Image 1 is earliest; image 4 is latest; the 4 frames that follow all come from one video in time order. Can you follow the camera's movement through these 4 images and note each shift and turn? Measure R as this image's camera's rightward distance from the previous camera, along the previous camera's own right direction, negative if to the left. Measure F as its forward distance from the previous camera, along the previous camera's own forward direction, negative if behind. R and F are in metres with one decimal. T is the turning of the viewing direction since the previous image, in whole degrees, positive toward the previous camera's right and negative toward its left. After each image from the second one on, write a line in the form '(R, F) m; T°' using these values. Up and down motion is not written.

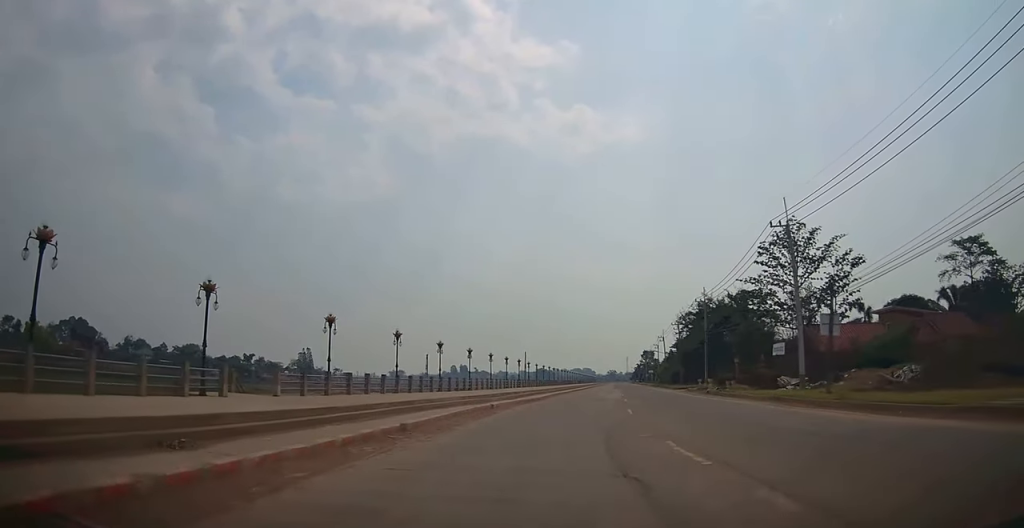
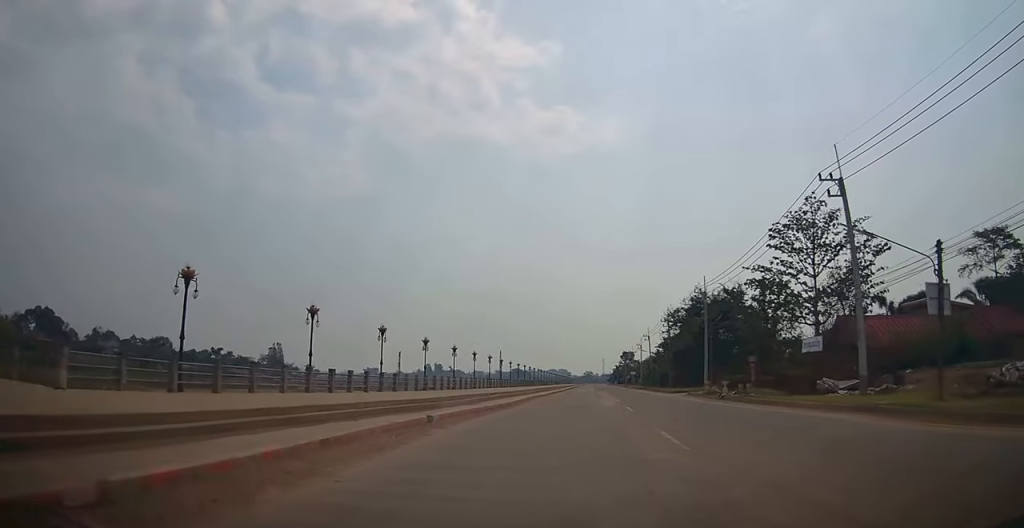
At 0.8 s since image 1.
(+0.1, +9.9) m; +2°
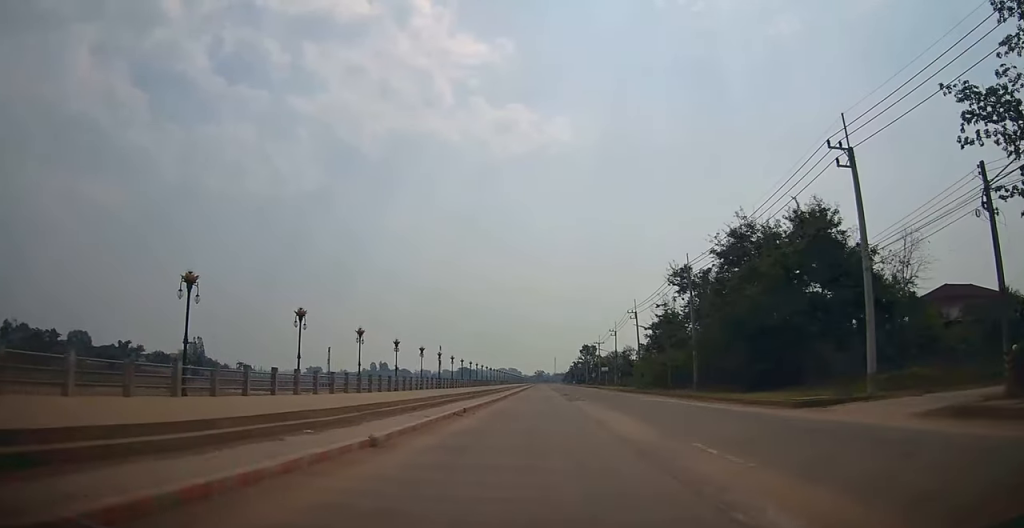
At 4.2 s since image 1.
(+2.3, +39.6) m; +7°
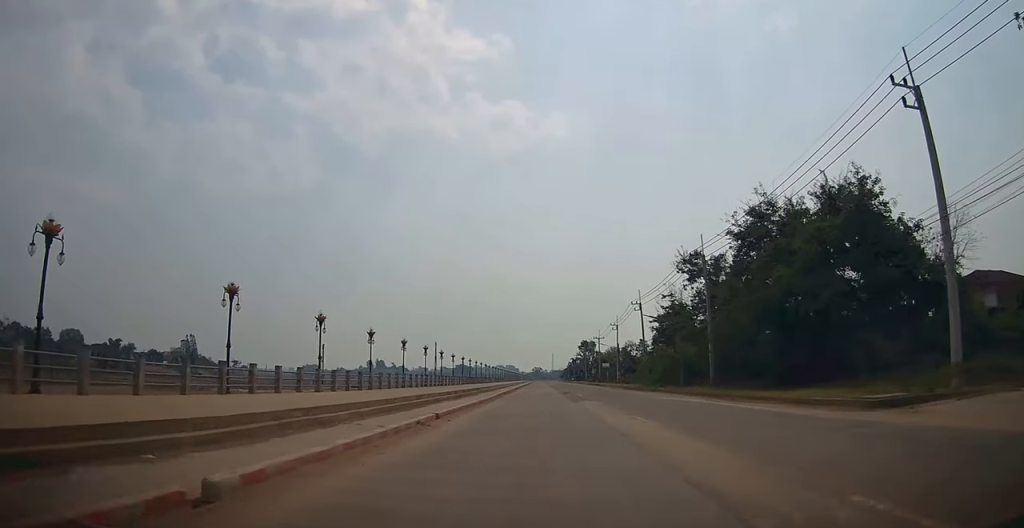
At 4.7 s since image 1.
(+0.1, +5.7) m; 0°
